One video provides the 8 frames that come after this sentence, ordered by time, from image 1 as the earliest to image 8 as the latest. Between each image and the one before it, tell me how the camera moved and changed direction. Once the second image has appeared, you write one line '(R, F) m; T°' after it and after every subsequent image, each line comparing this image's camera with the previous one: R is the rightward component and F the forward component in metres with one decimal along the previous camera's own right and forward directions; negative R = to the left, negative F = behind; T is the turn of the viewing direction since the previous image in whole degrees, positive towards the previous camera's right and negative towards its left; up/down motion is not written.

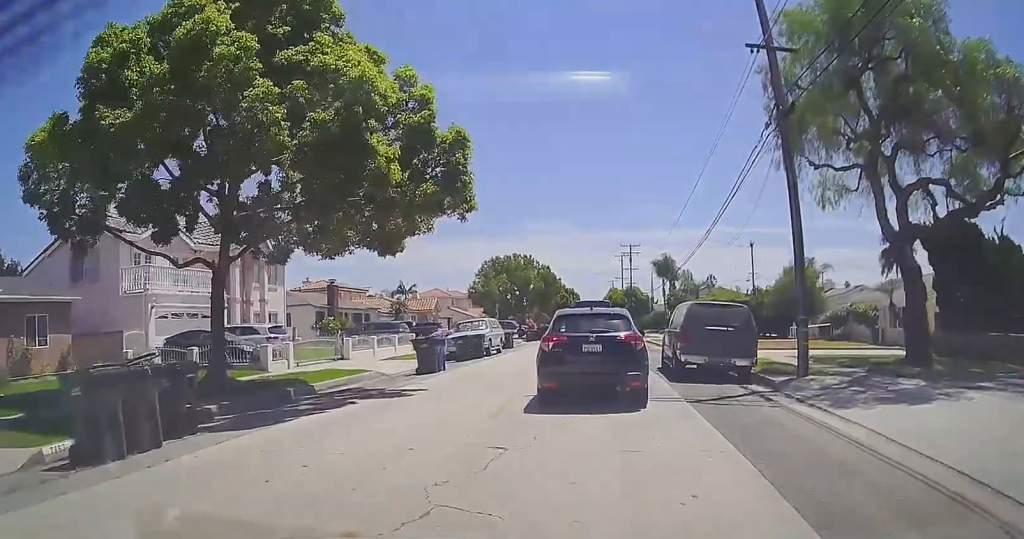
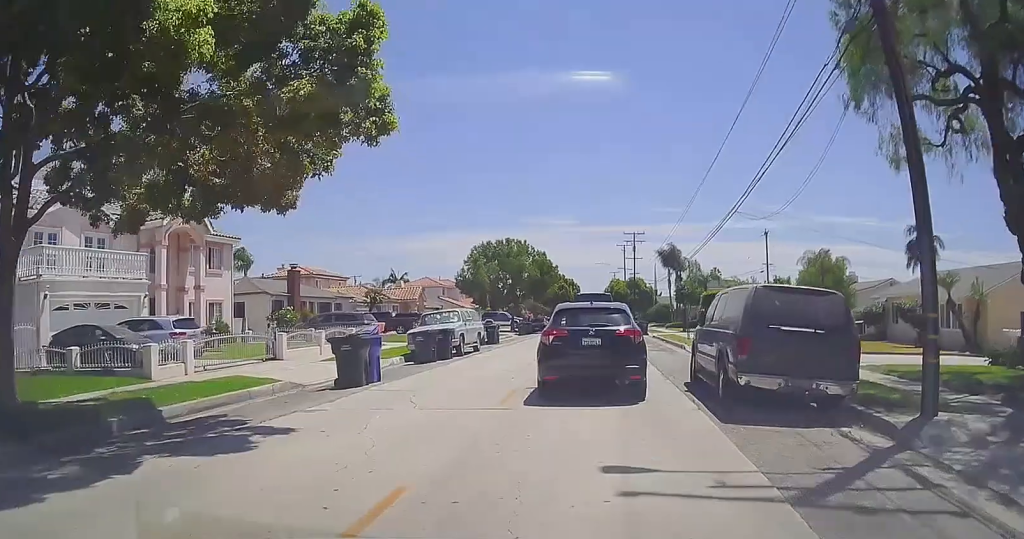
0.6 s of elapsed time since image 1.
(-0.1, +6.4) m; -1°
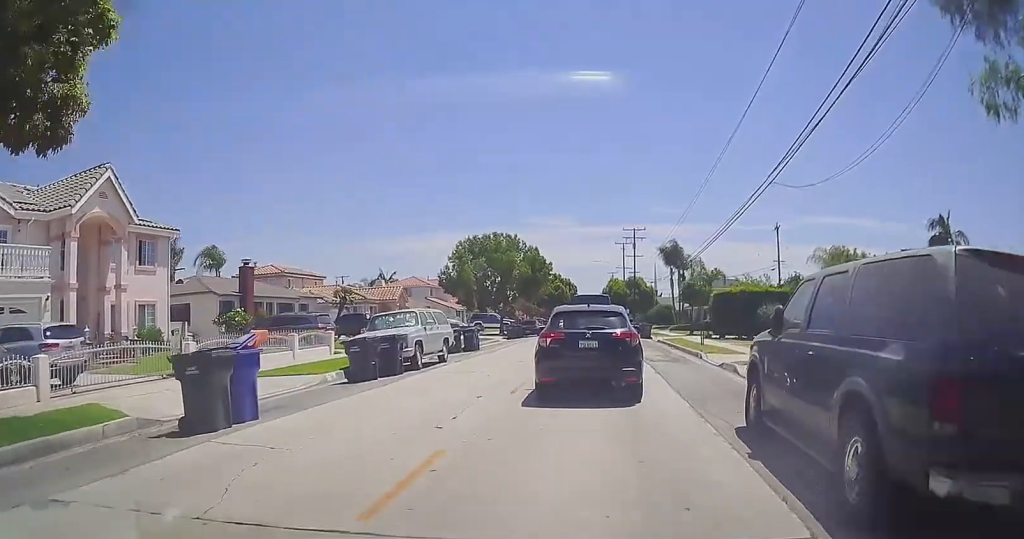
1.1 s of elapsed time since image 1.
(0.0, +5.7) m; 0°
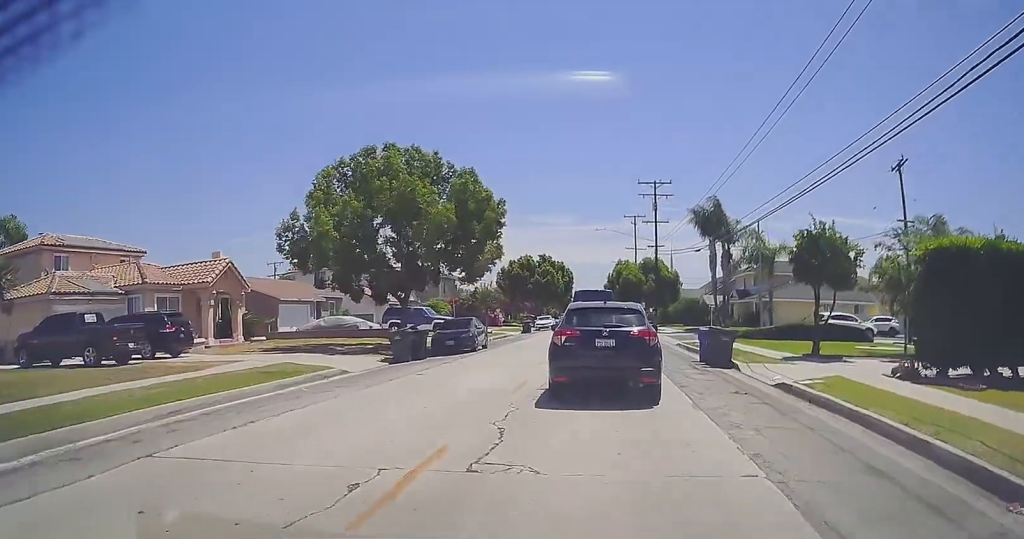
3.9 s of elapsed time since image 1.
(-0.6, +29.5) m; 0°
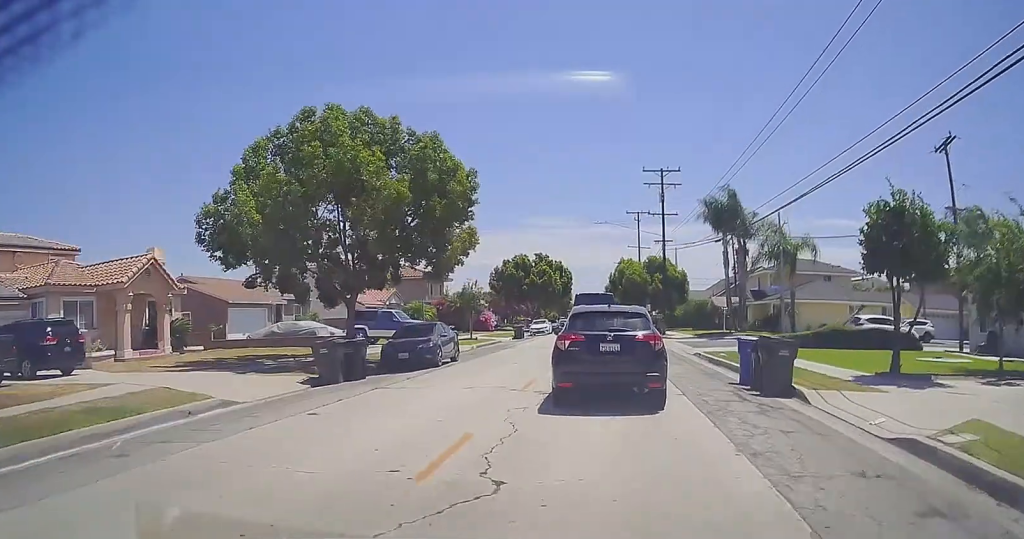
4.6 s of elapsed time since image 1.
(+0.3, +6.4) m; +1°
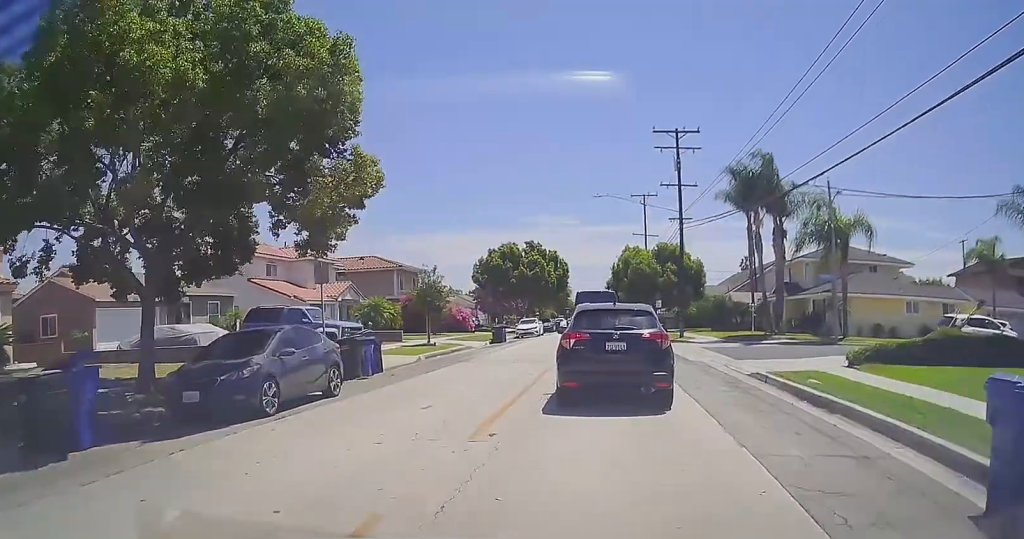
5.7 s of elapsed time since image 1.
(-0.2, +10.8) m; -1°
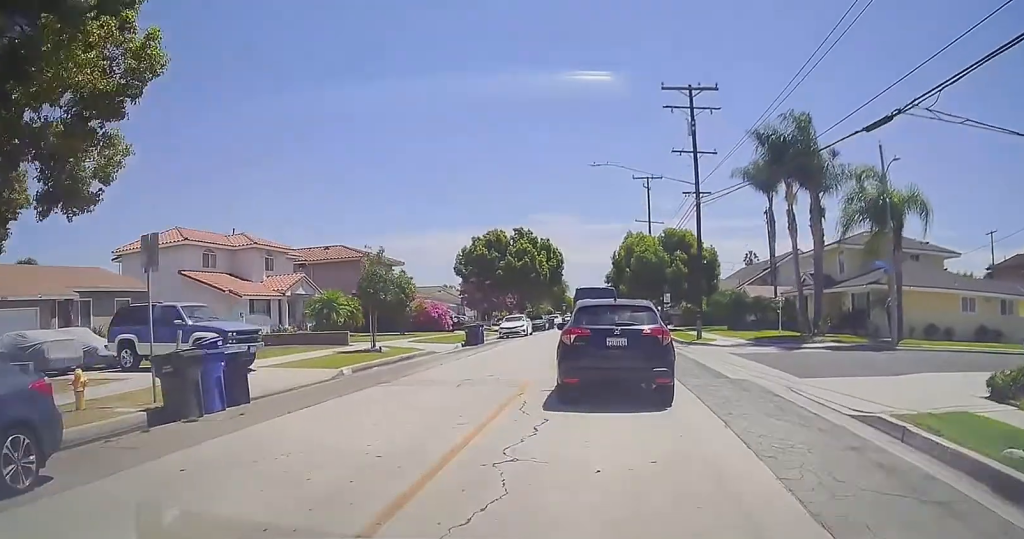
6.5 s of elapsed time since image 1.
(0.0, +7.9) m; -1°
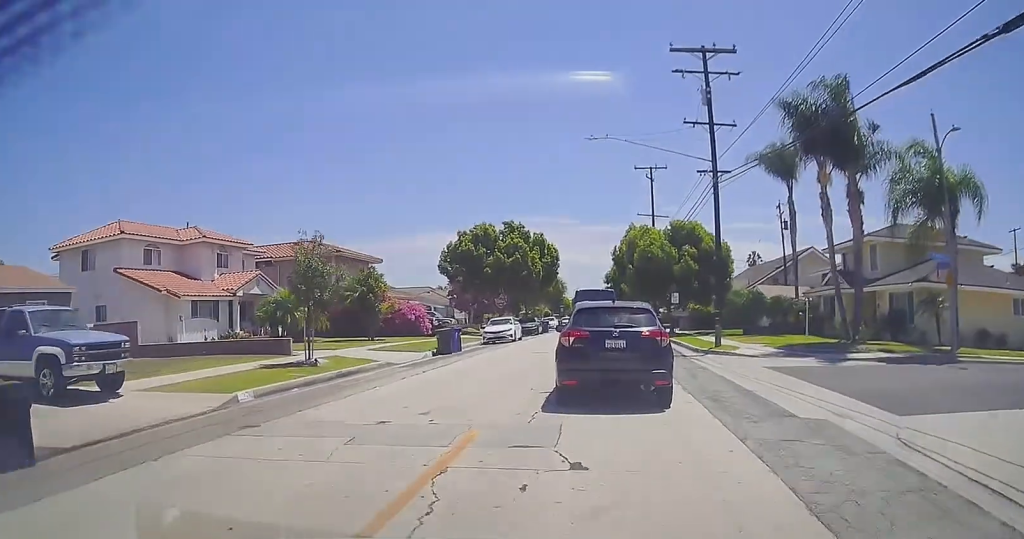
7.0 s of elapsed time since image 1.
(-0.1, +5.5) m; +1°
